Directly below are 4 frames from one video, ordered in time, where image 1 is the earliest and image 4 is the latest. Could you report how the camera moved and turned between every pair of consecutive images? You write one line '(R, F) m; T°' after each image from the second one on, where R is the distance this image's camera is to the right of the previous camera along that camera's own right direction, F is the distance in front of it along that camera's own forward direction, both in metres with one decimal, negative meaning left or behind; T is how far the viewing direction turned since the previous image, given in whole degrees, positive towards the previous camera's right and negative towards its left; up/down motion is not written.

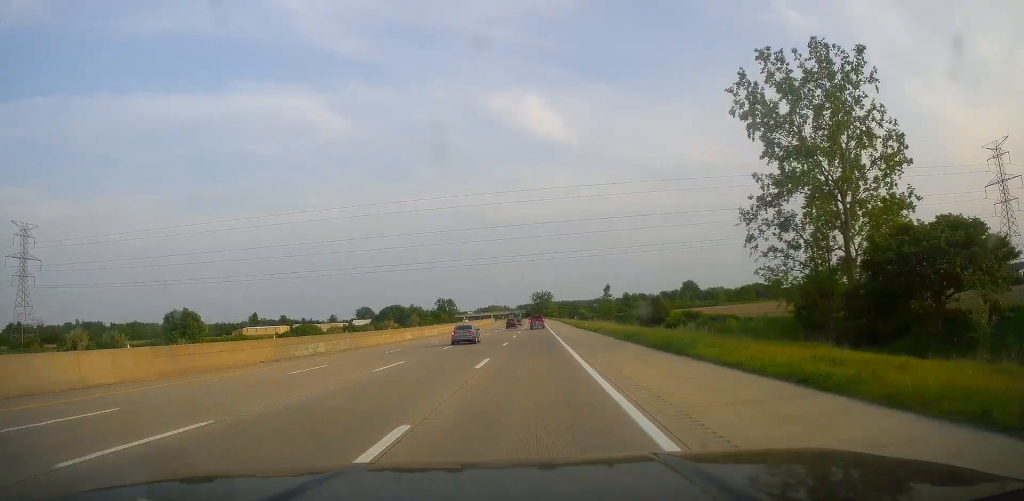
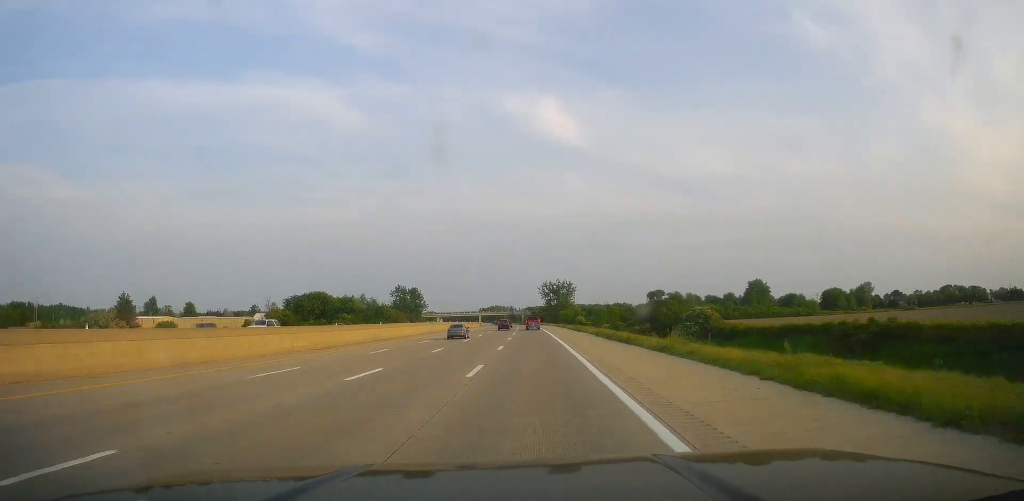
(-0.7, +156.9) m; -1°
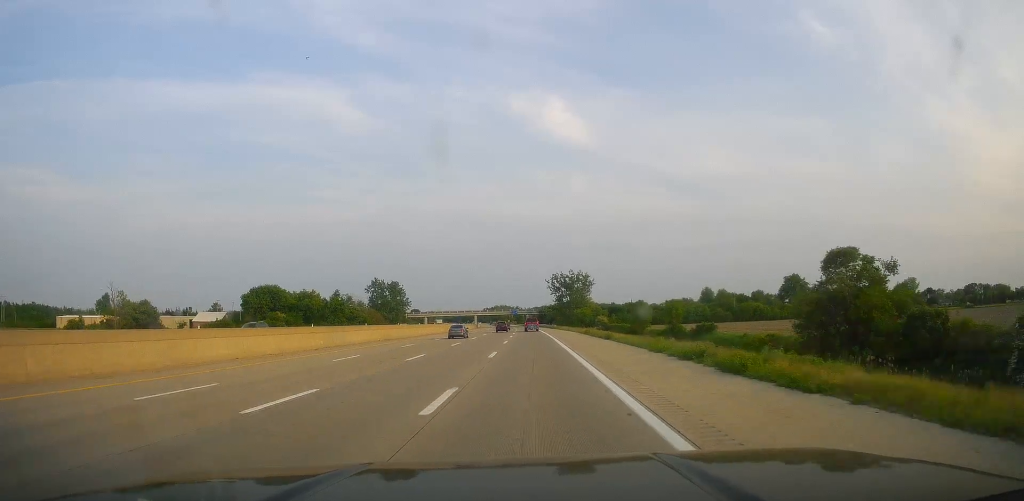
(0.0, +52.5) m; 0°
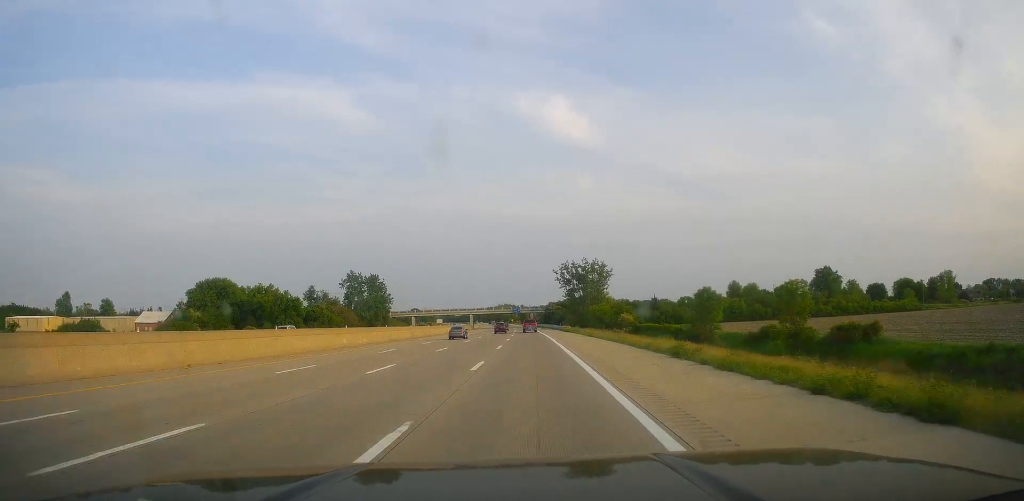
(-0.1, +37.0) m; -1°
